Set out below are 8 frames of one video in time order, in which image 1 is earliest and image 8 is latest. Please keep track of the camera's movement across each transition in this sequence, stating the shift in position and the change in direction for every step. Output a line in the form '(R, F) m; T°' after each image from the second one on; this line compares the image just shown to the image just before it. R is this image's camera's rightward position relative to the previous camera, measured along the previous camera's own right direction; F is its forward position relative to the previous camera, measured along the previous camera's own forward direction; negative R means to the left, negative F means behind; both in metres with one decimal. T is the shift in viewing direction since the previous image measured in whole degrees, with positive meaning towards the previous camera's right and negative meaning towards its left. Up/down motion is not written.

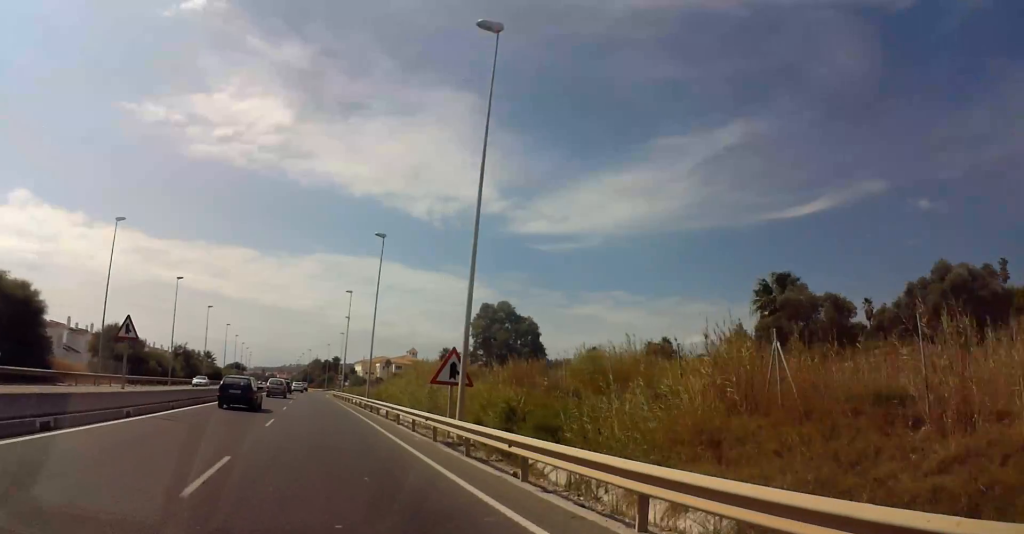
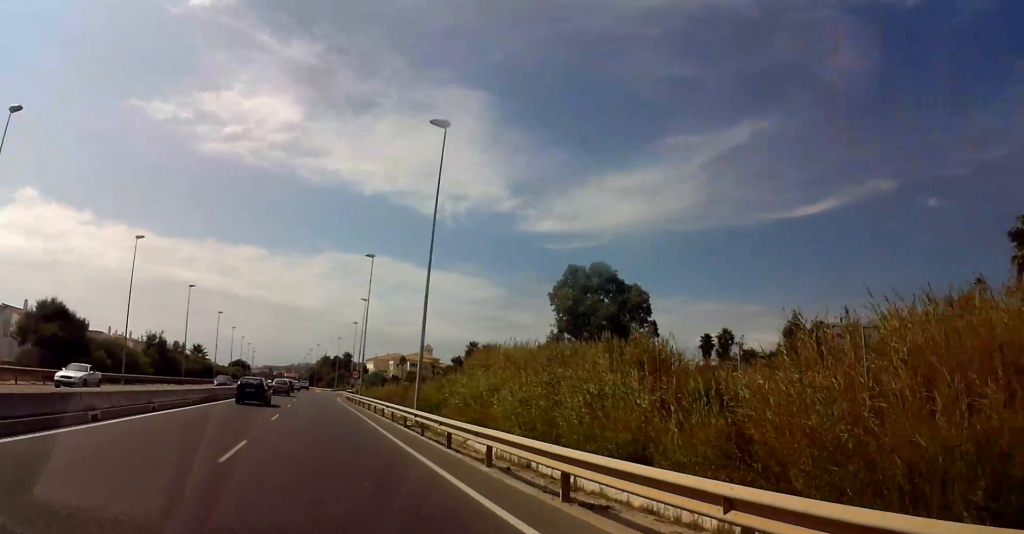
(0.0, +21.7) m; 0°
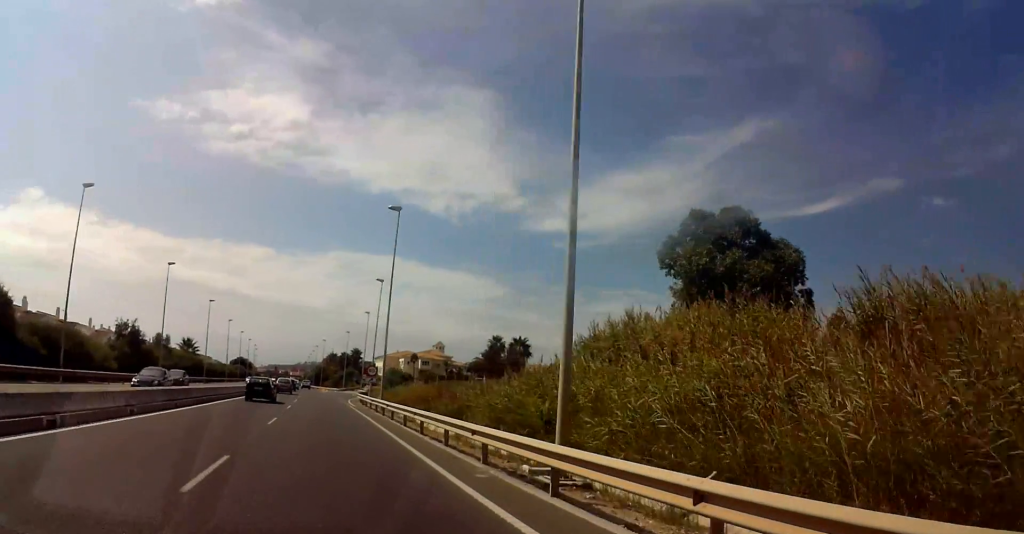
(0.0, +15.6) m; 0°
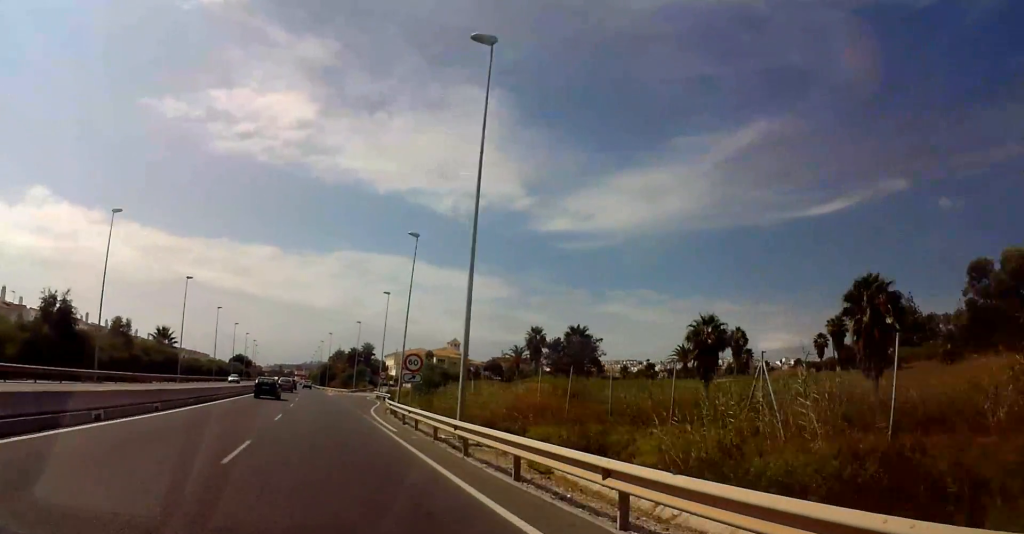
(-0.2, +22.9) m; 0°
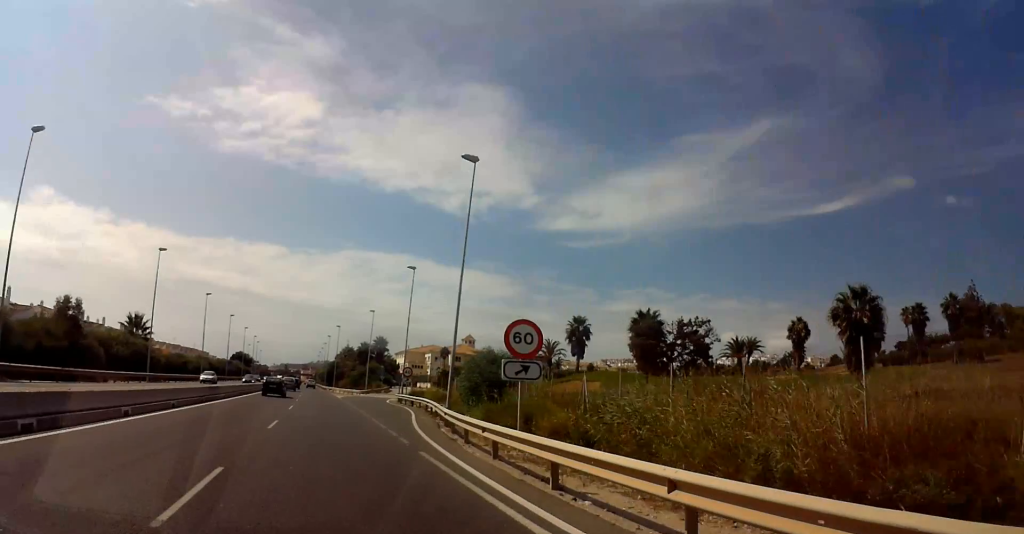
(+0.3, +16.7) m; +1°
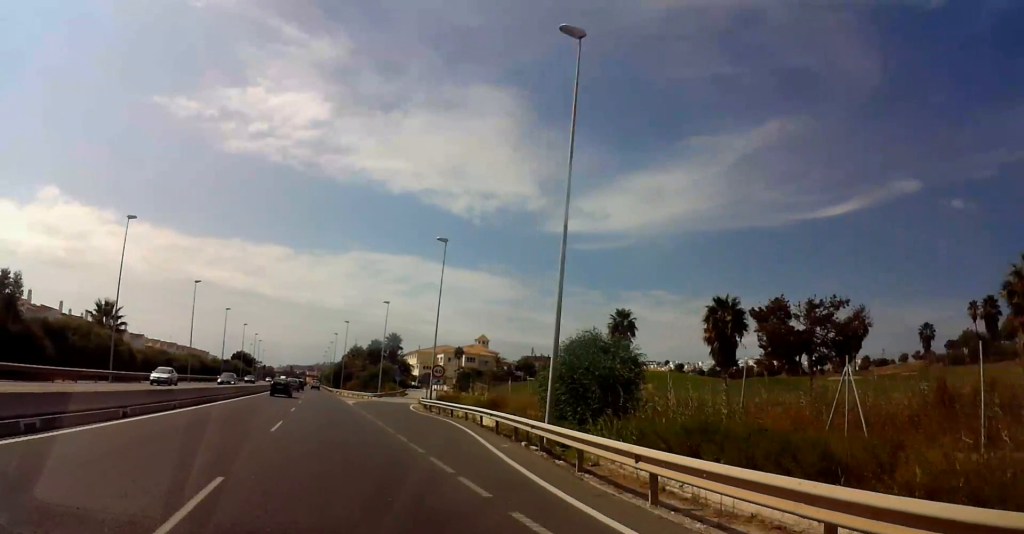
(0.0, +13.5) m; 0°
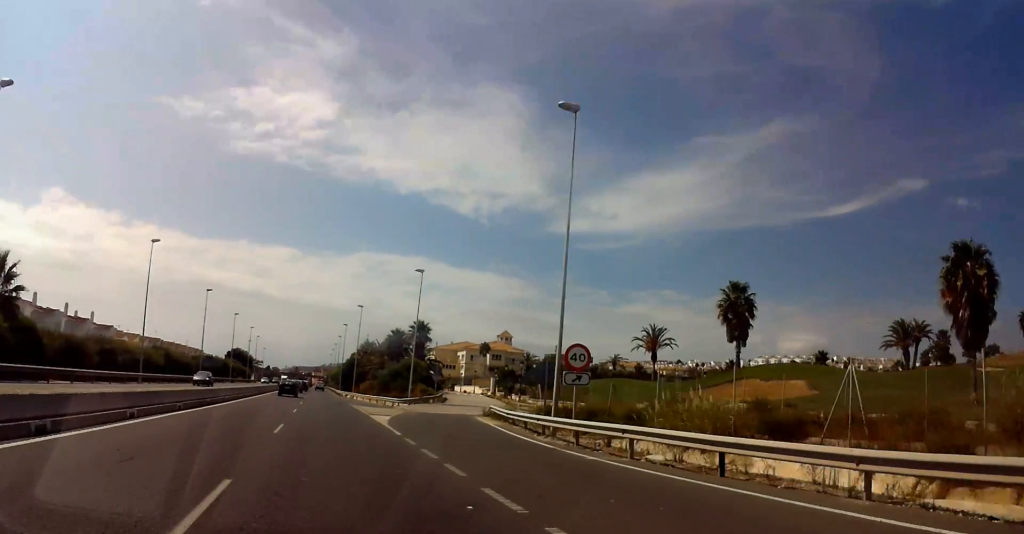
(-0.3, +25.5) m; -2°
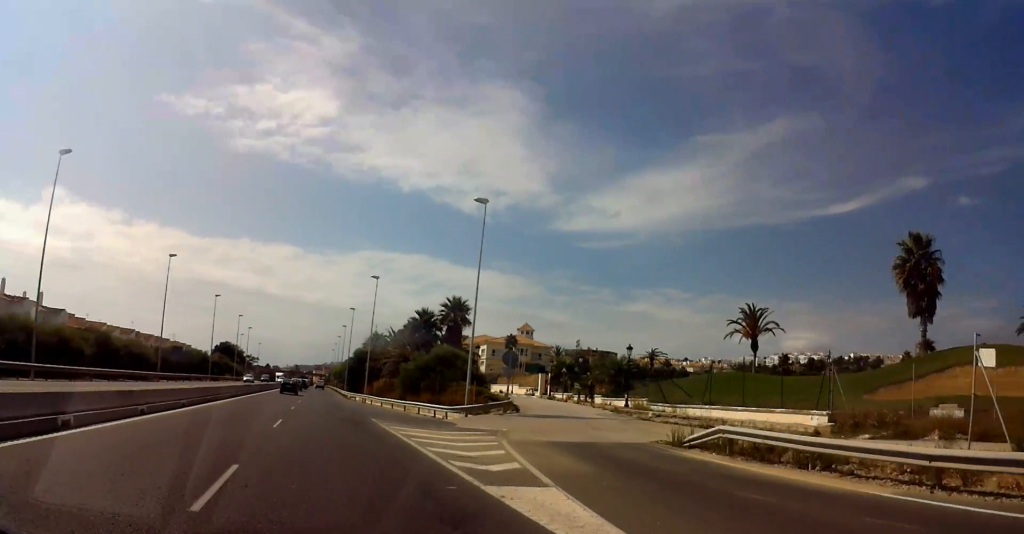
(-0.5, +23.9) m; 0°
